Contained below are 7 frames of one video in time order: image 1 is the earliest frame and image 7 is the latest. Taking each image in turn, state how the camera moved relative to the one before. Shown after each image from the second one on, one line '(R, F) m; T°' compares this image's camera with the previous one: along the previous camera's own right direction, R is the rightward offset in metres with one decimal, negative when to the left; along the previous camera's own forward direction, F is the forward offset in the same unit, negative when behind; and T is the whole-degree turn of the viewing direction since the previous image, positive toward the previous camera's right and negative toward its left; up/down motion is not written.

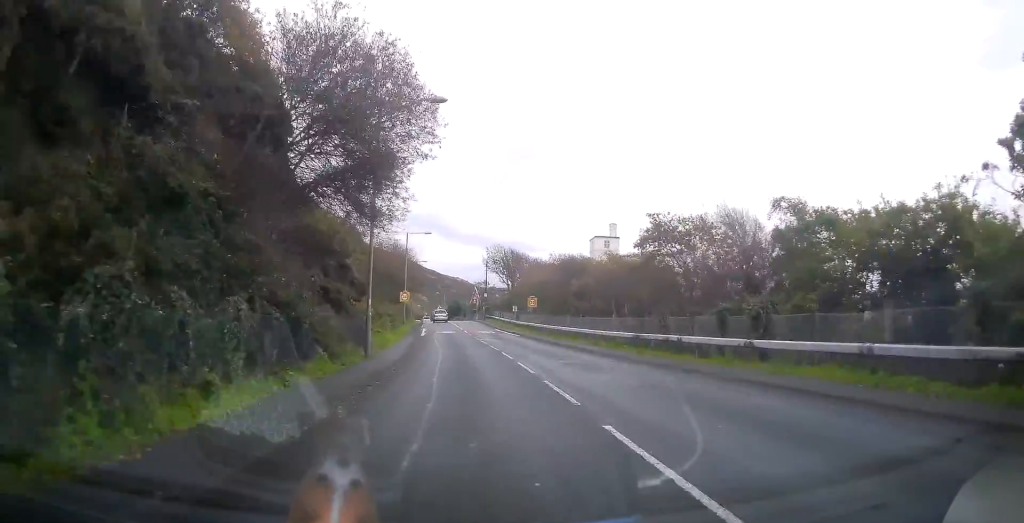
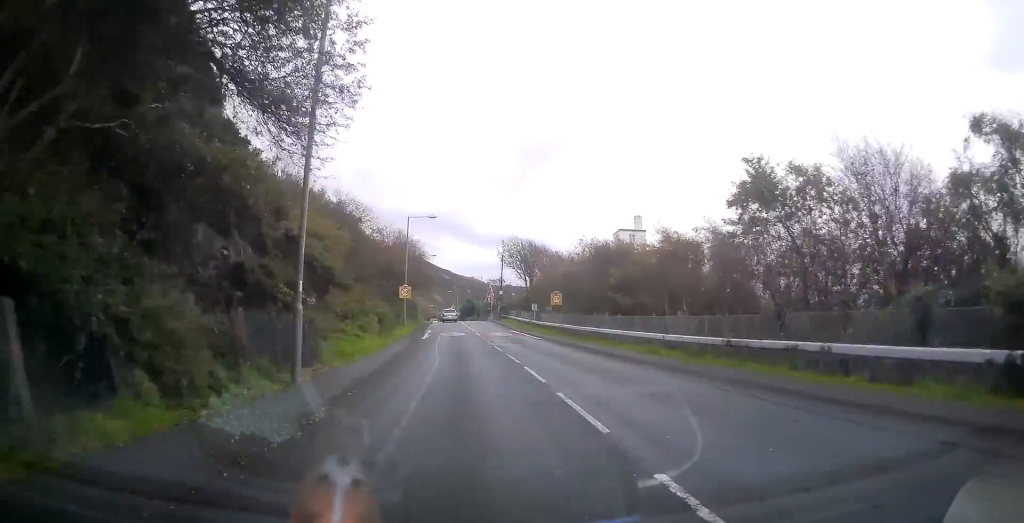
(-0.3, +8.4) m; -1°
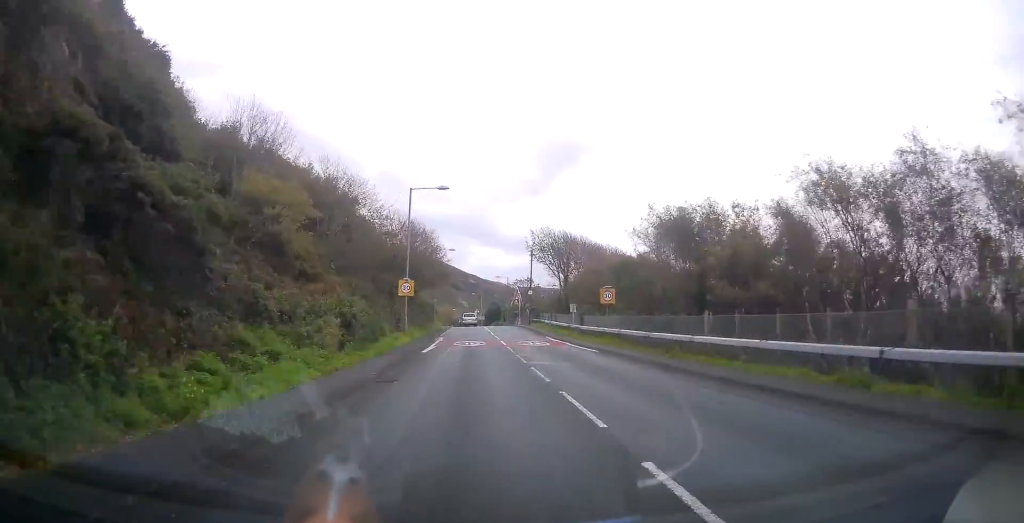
(-0.1, +11.1) m; -2°
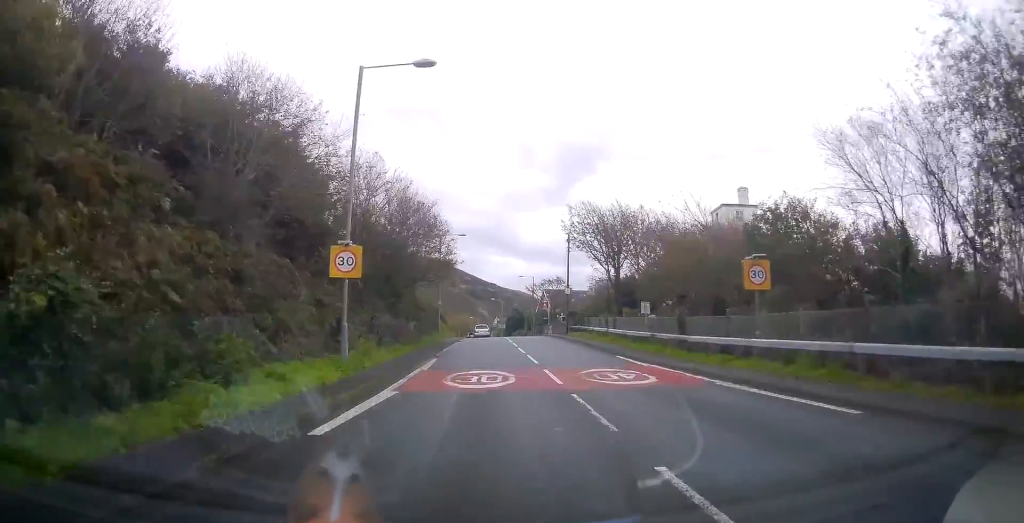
(-0.6, +17.4) m; -4°
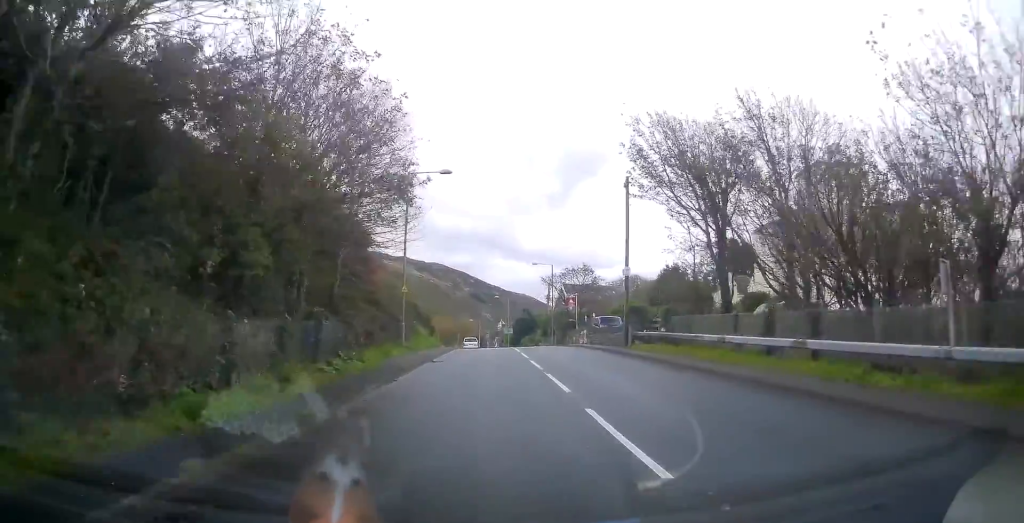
(+0.1, +21.5) m; +1°
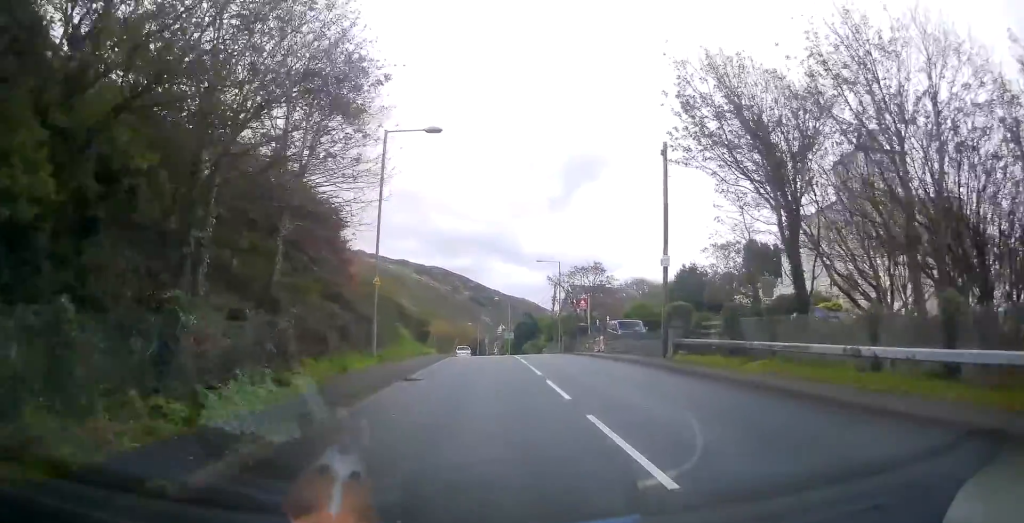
(0.0, +7.0) m; 0°
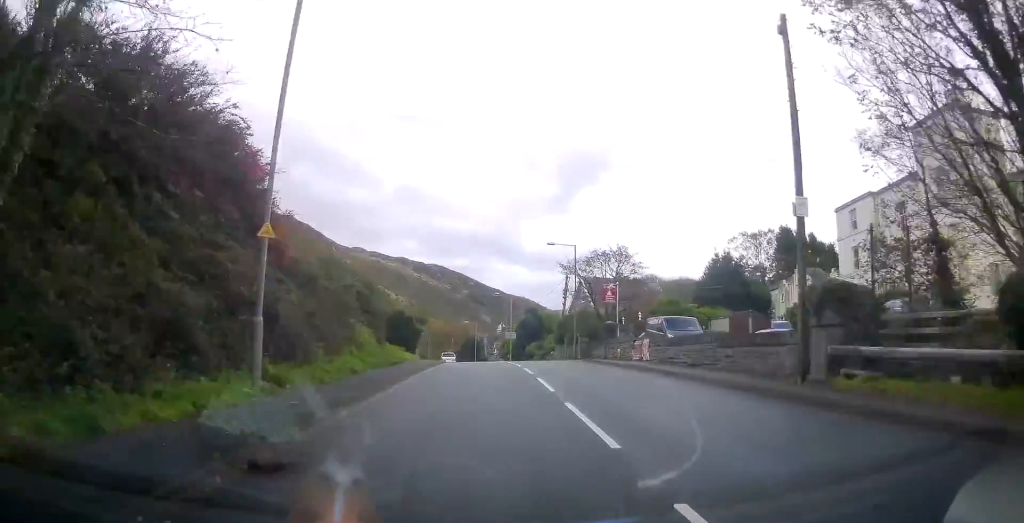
(0.0, +10.9) m; 0°
